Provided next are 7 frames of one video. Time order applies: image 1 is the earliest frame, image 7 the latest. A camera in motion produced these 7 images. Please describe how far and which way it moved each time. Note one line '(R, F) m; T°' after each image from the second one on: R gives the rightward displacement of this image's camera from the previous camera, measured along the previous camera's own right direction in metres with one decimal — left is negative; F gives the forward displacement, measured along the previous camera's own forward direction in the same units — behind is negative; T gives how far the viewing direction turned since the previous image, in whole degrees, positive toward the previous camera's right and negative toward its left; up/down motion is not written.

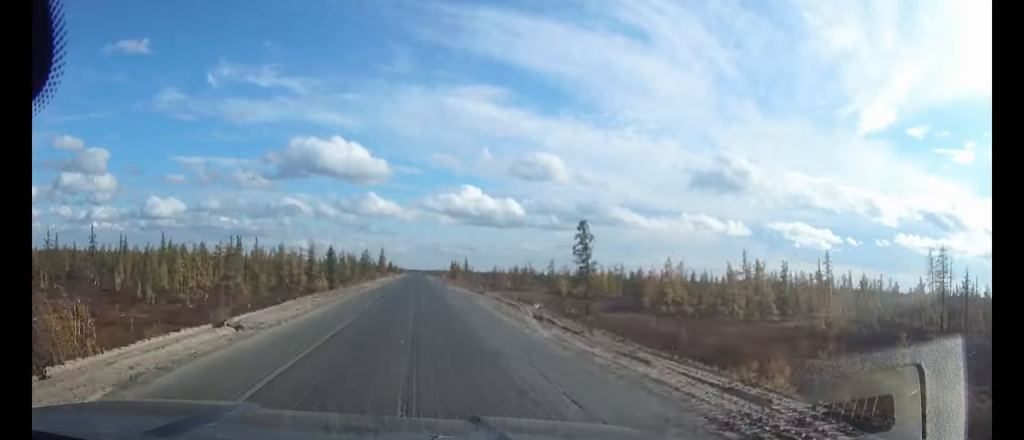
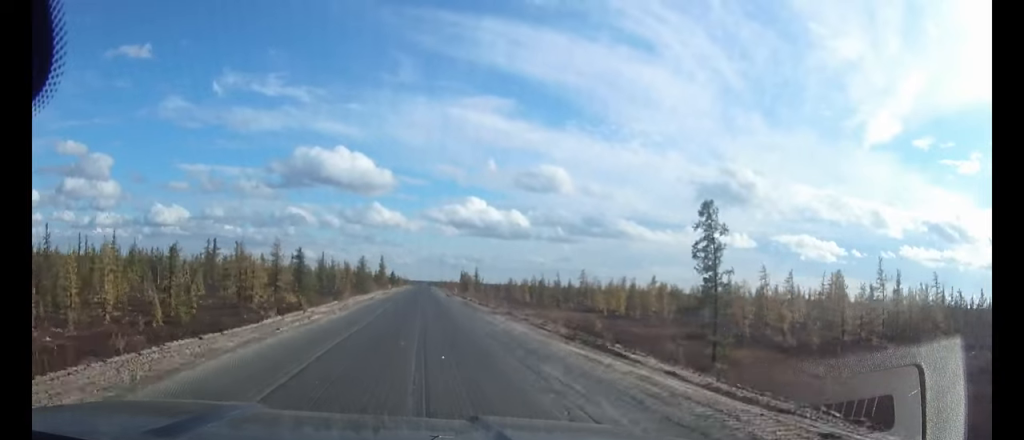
(0.0, +26.1) m; 0°
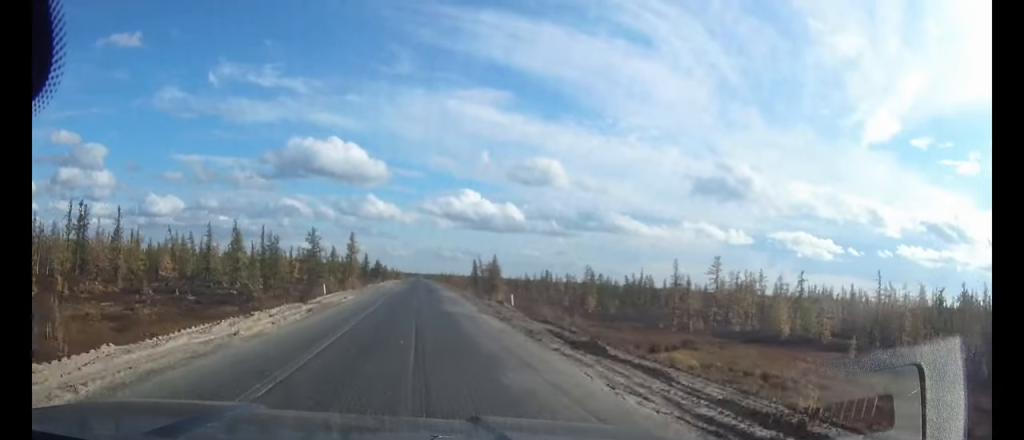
(0.0, +67.0) m; 0°
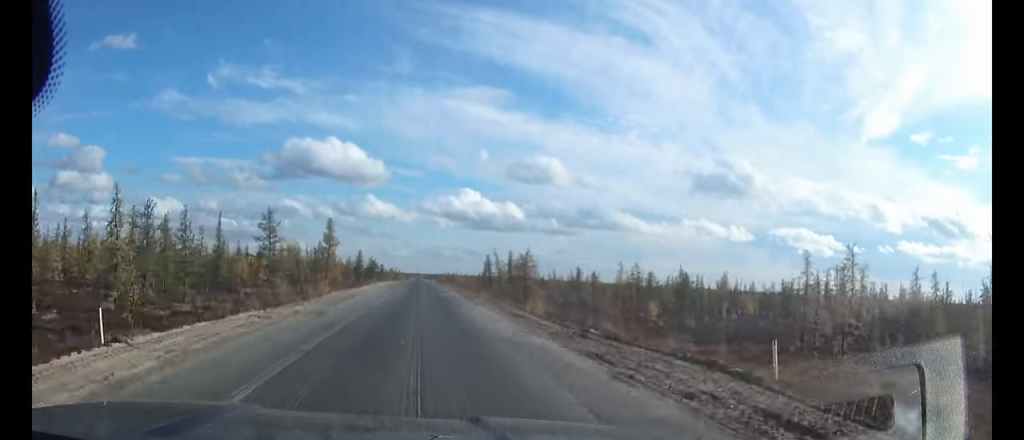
(+0.1, +26.5) m; 0°
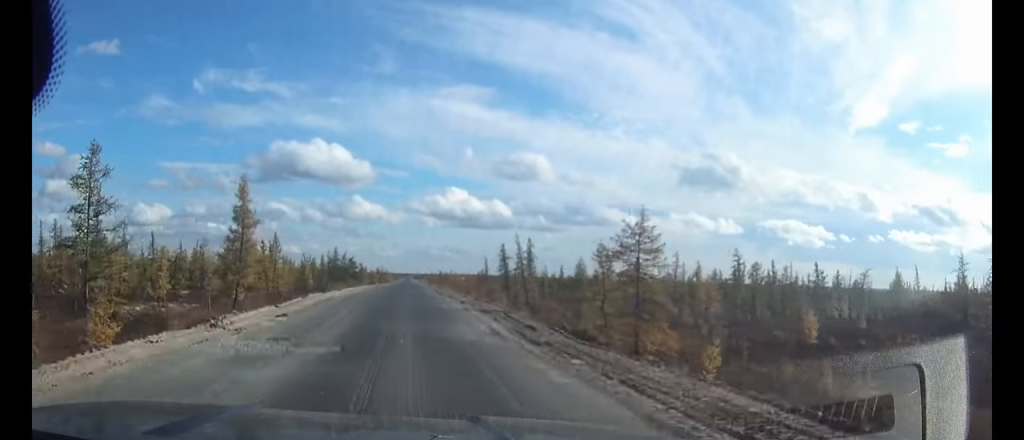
(+0.1, +37.8) m; 0°
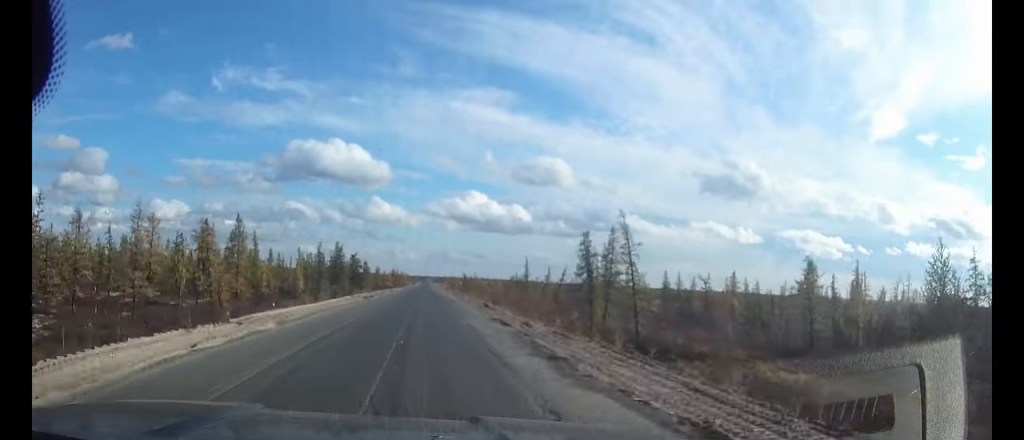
(-0.2, +37.8) m; 0°
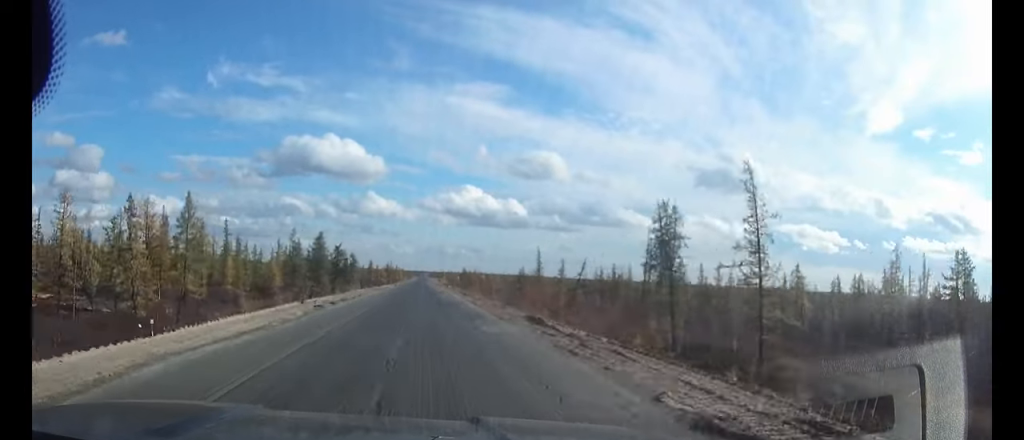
(0.0, +19.9) m; 0°
